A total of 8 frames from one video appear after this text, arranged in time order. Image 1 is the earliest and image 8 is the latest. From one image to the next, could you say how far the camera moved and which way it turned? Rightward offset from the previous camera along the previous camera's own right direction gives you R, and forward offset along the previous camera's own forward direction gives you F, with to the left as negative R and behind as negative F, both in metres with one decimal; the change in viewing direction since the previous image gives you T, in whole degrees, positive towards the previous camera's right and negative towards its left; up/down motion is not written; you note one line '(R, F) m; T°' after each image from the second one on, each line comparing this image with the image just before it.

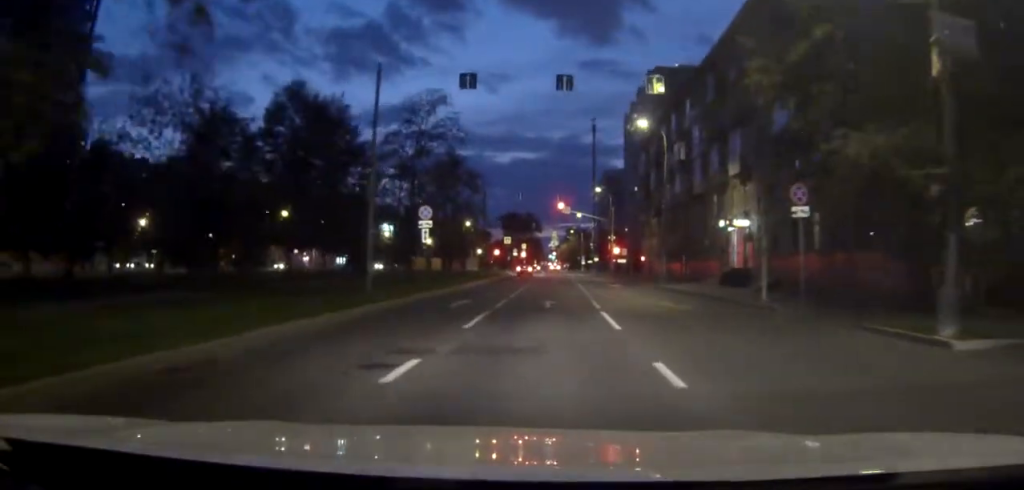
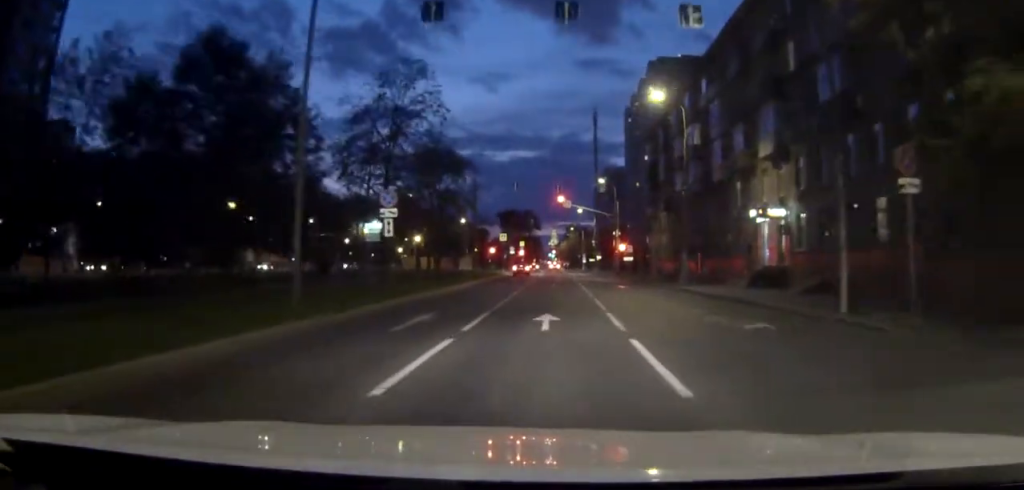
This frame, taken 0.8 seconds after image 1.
(+0.2, +8.4) m; +2°
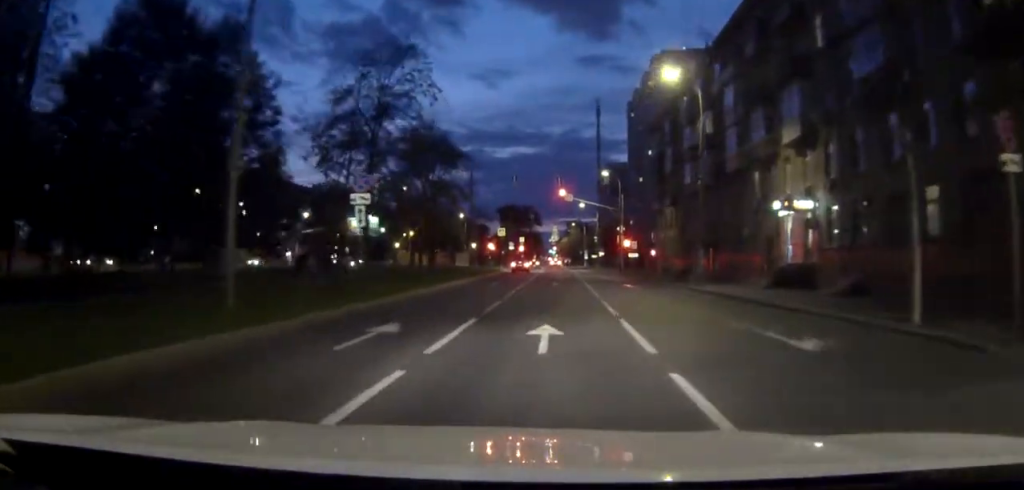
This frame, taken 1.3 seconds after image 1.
(0.0, +4.6) m; 0°
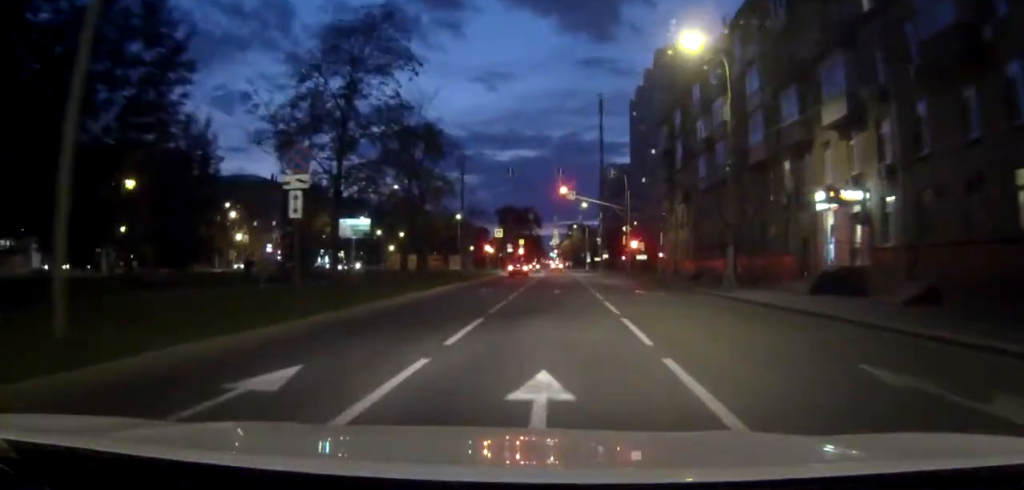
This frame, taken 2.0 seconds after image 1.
(+0.1, +6.6) m; 0°
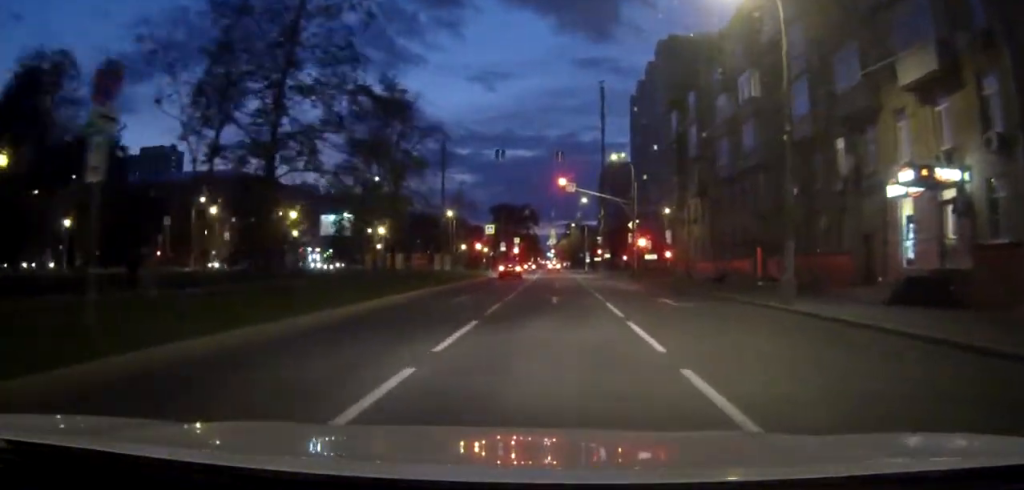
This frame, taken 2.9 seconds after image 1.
(-0.2, +9.0) m; -1°
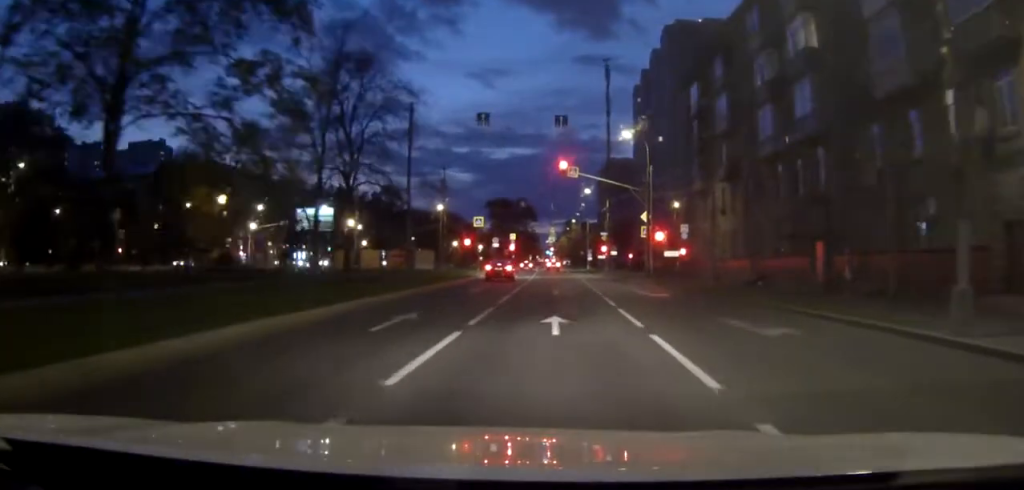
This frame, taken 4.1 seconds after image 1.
(0.0, +11.4) m; 0°
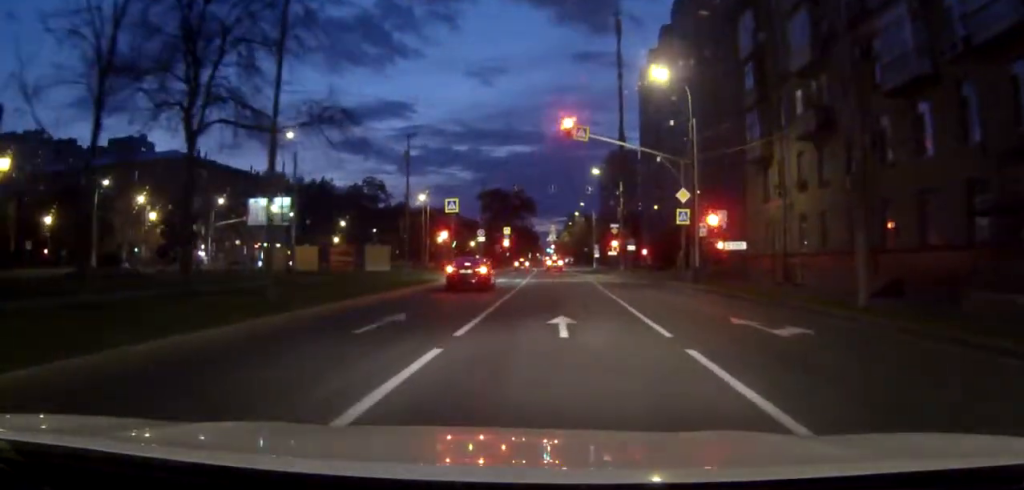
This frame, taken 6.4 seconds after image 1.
(-0.2, +18.9) m; -1°
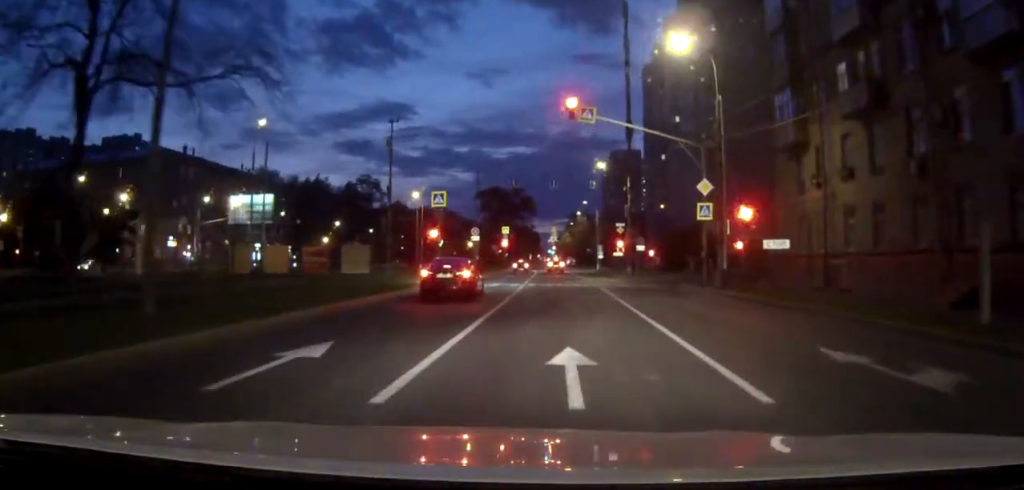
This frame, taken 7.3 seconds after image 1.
(0.0, +6.6) m; -3°
